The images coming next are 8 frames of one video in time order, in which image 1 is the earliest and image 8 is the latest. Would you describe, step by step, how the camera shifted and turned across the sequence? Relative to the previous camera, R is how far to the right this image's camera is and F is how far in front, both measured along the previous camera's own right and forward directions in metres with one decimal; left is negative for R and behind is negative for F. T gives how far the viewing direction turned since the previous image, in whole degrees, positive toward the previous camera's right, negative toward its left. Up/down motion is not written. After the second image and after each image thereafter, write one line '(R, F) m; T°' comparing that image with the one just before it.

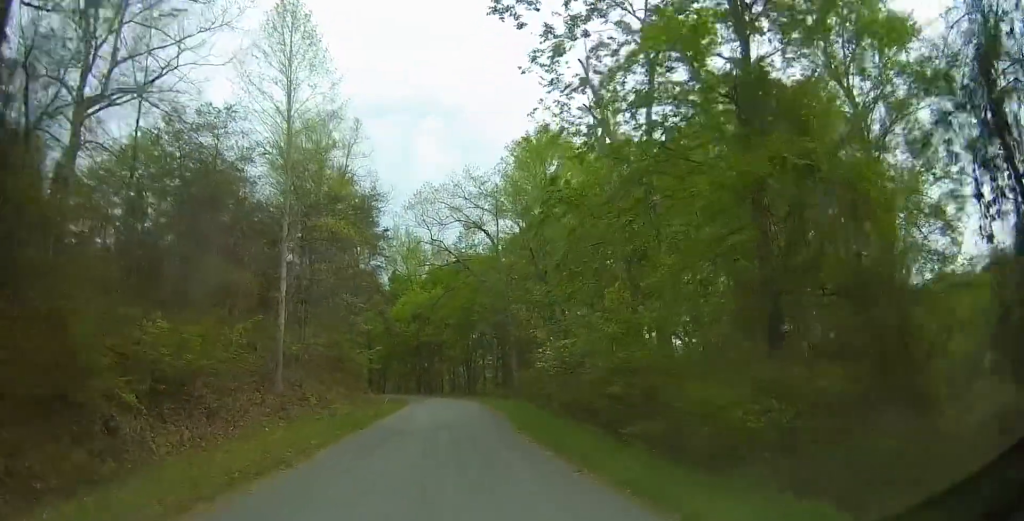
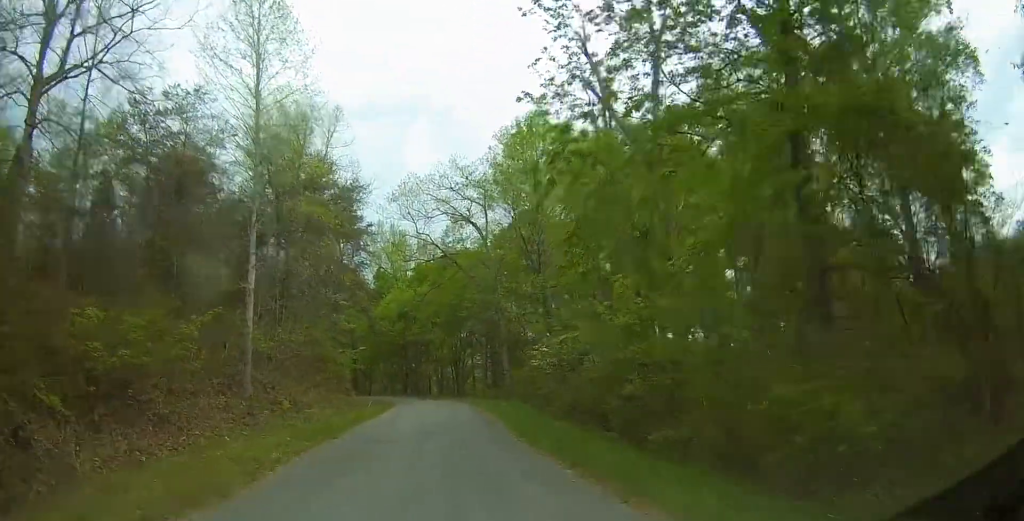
(0.0, +3.6) m; +1°
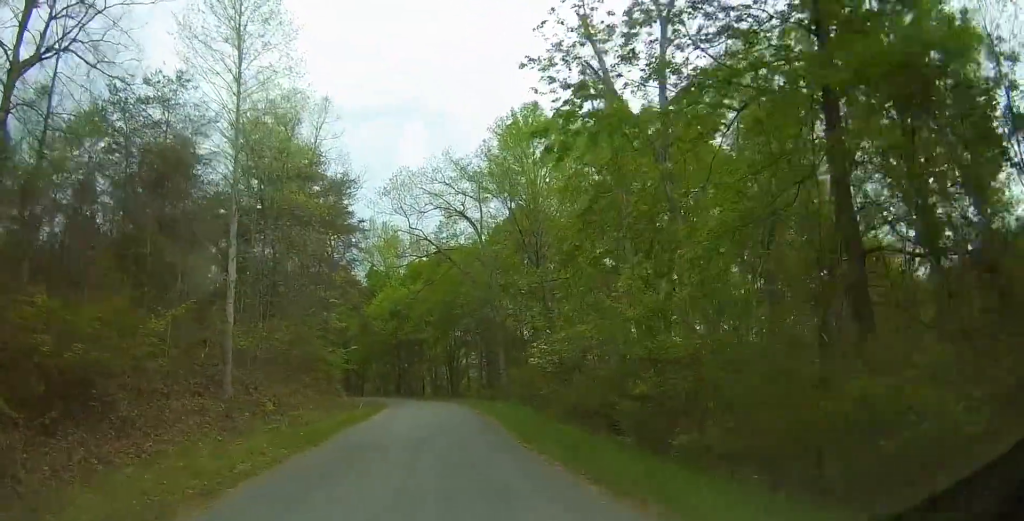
(+0.1, +2.1) m; +3°
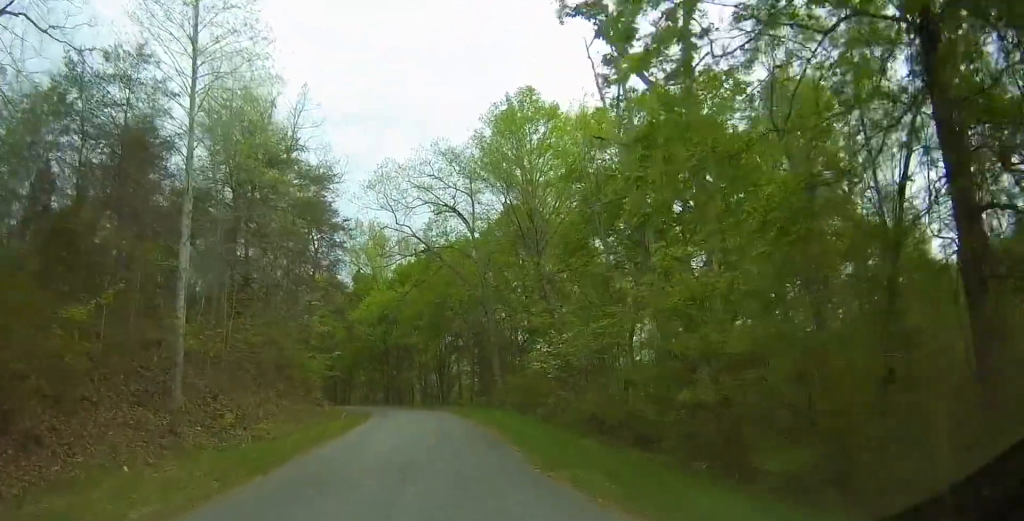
(+0.1, +4.3) m; +1°
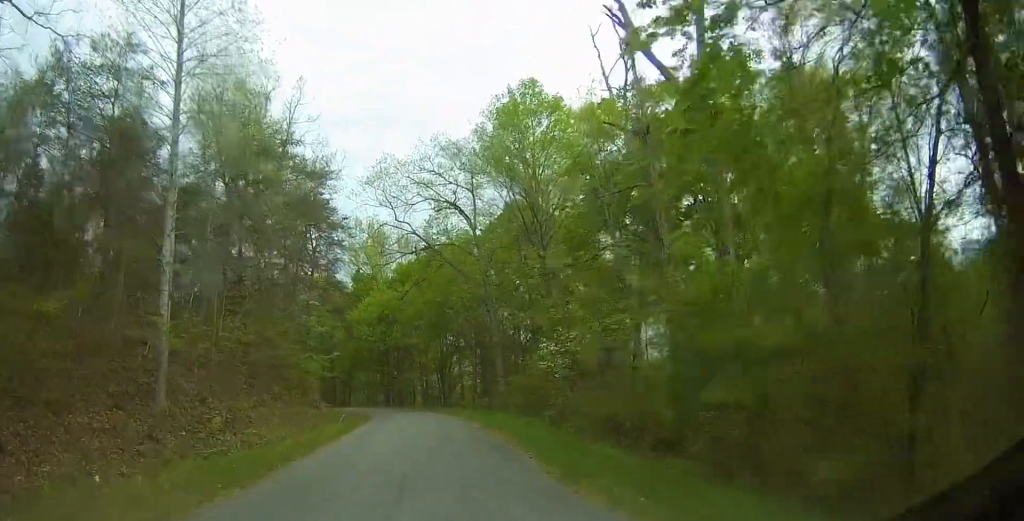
(0.0, +1.4) m; -1°
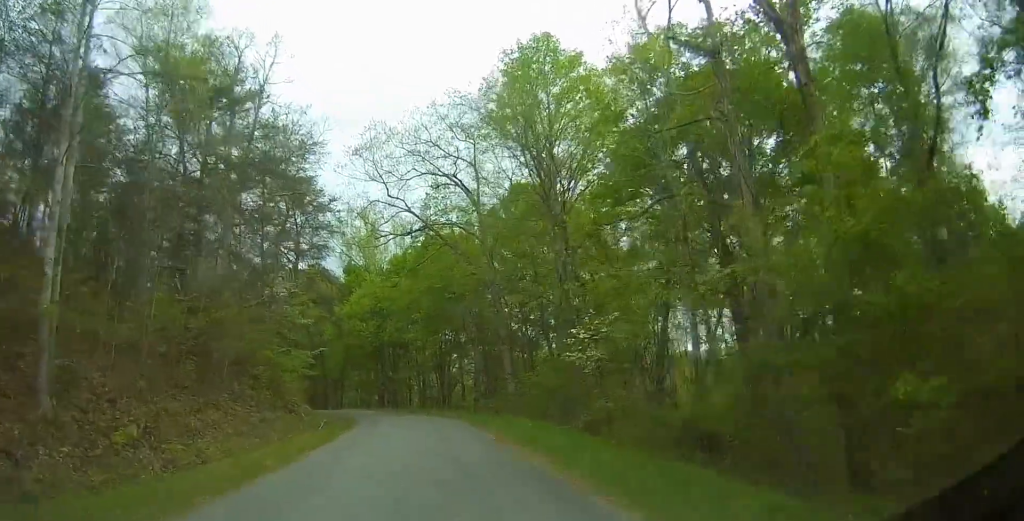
(-0.3, +6.2) m; 0°
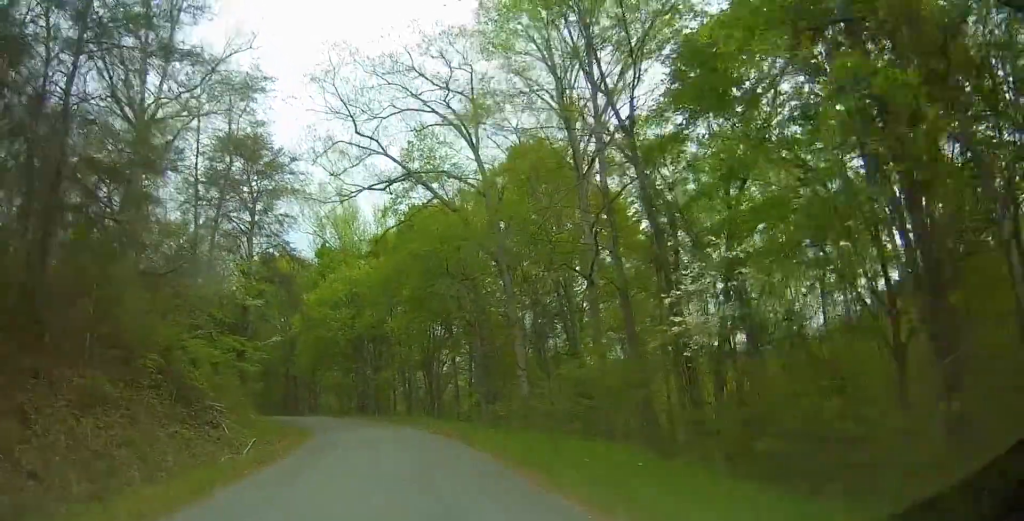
(+0.5, +12.0) m; +2°
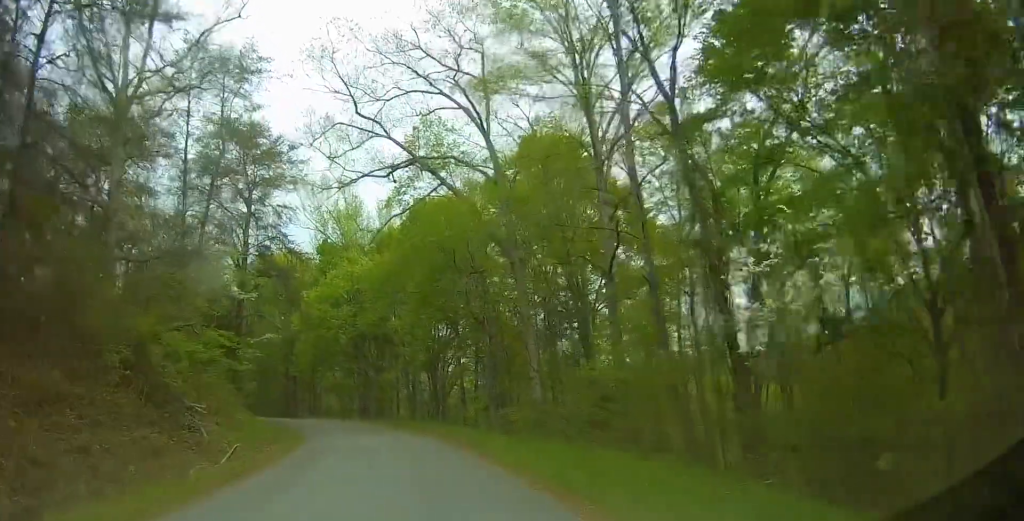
(0.0, +2.8) m; 0°
